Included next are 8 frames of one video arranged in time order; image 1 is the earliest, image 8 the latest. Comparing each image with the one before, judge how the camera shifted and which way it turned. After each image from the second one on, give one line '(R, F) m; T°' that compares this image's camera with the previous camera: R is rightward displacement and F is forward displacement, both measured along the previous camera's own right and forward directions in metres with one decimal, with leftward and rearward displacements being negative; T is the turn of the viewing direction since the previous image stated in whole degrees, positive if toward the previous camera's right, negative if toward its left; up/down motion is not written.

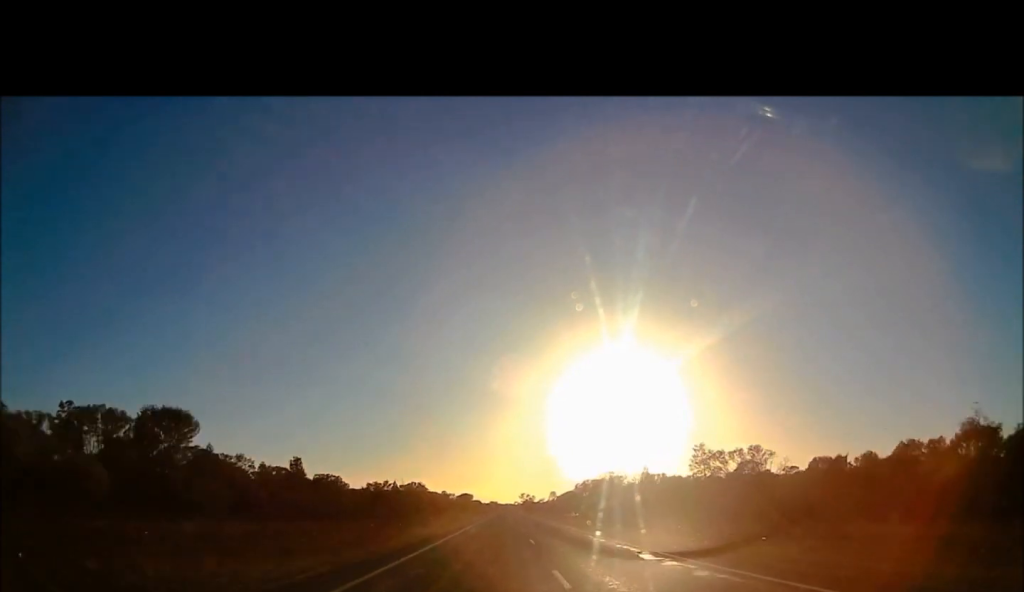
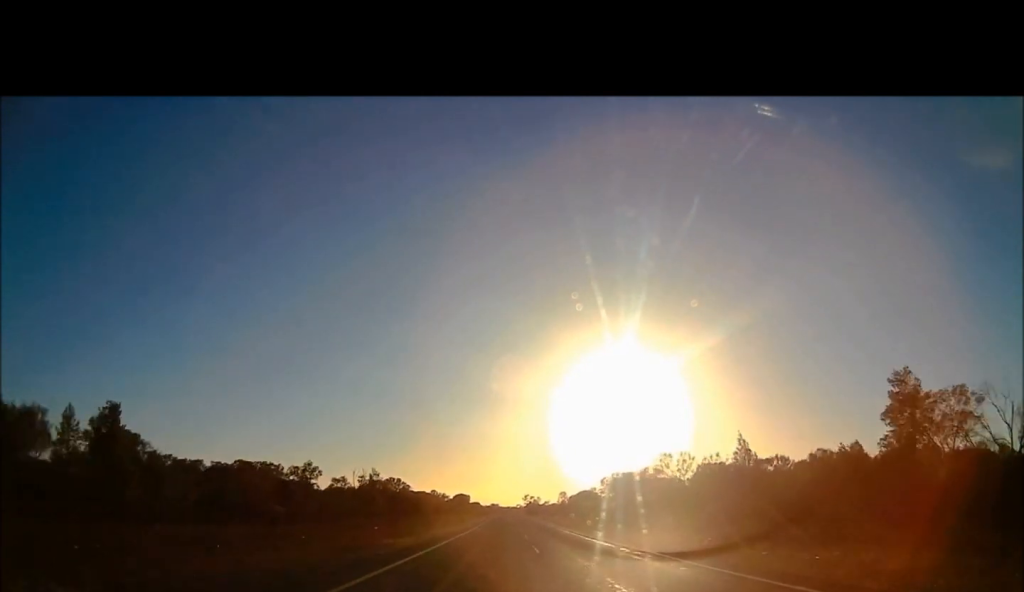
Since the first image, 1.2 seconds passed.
(-1.3, +41.1) m; -3°
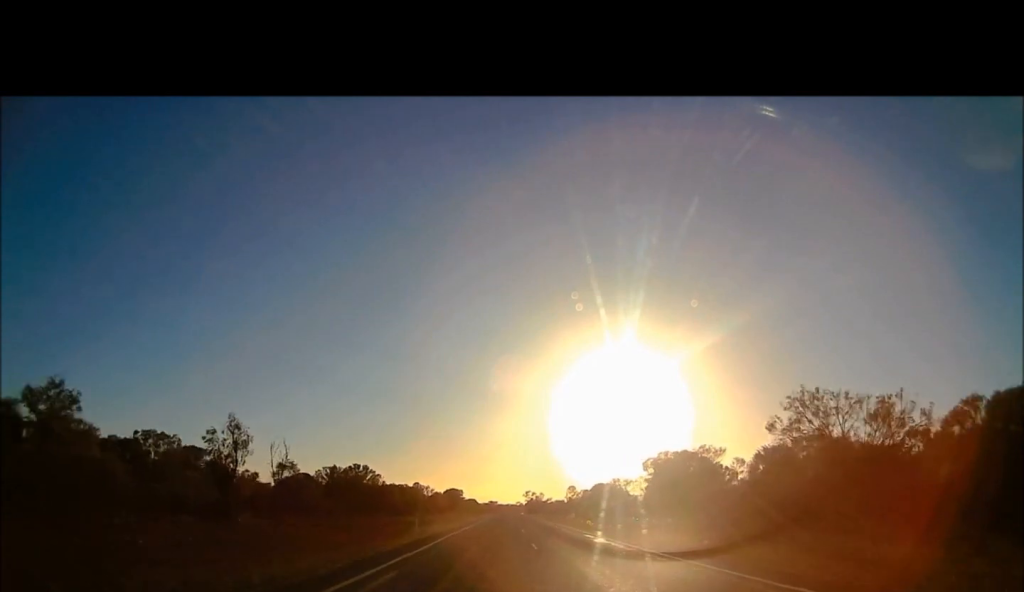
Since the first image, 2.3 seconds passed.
(0.0, +35.6) m; 0°
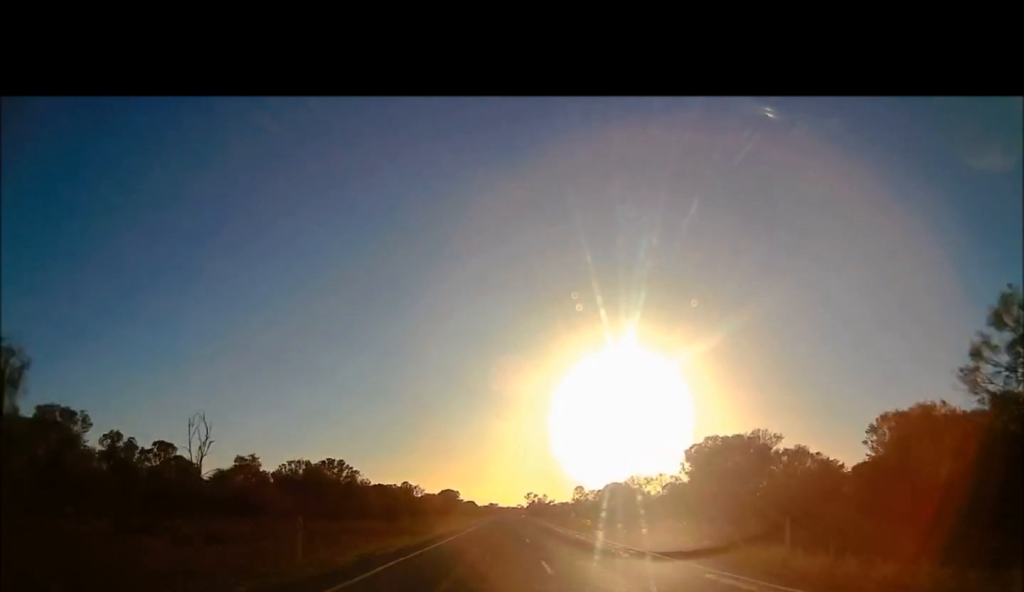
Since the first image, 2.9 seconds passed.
(0.0, +18.9) m; 0°
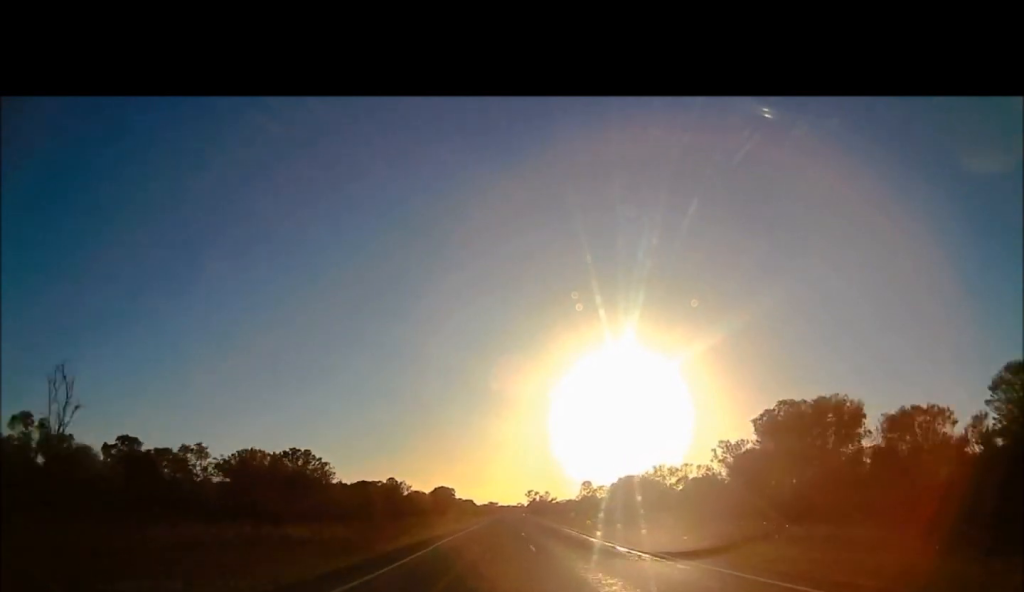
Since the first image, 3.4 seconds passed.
(0.0, +17.8) m; 0°
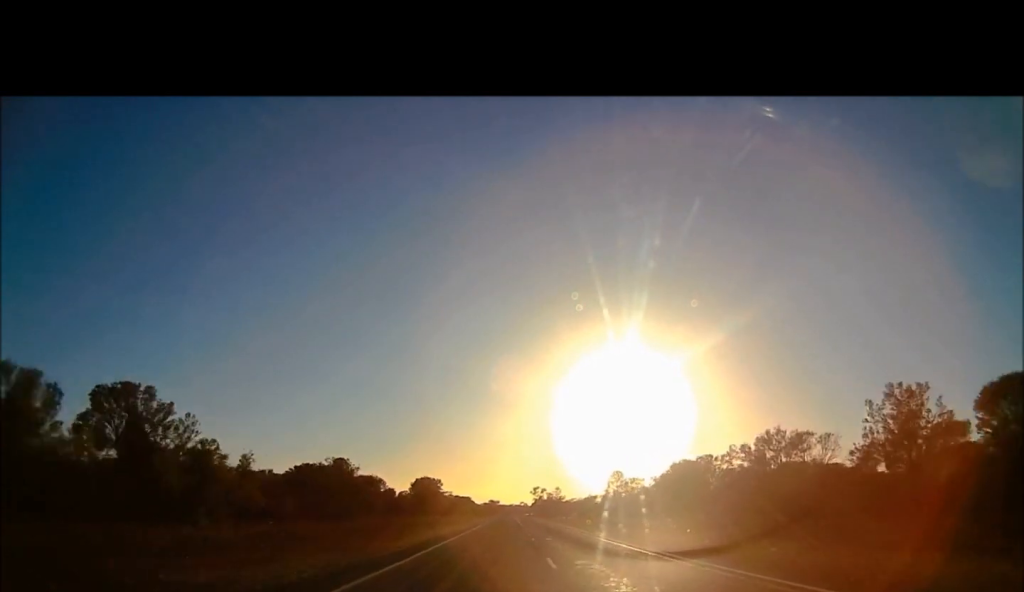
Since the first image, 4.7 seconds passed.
(0.0, +42.3) m; 0°
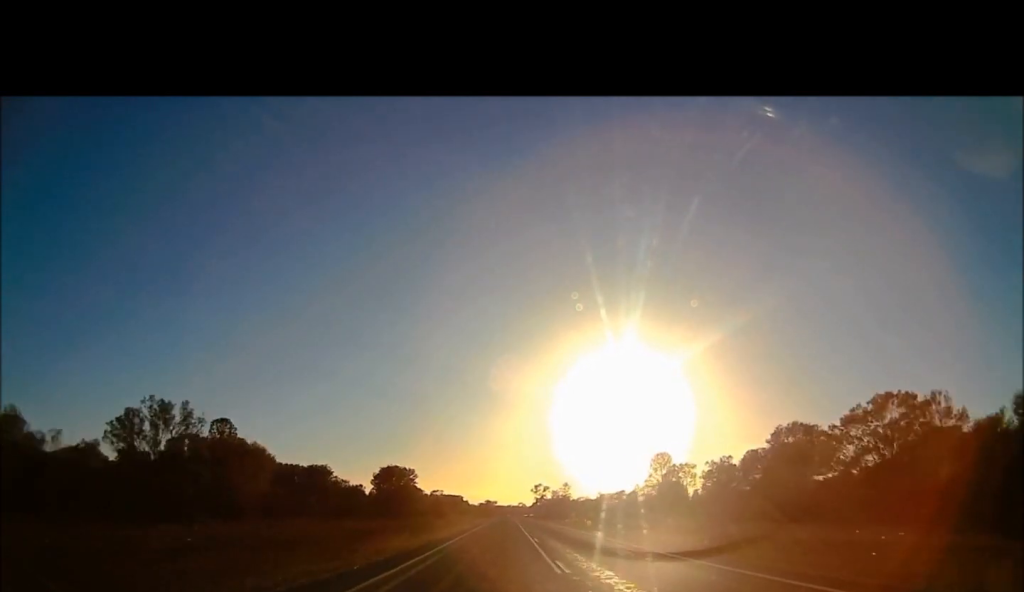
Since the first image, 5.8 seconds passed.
(0.0, +37.8) m; 0°
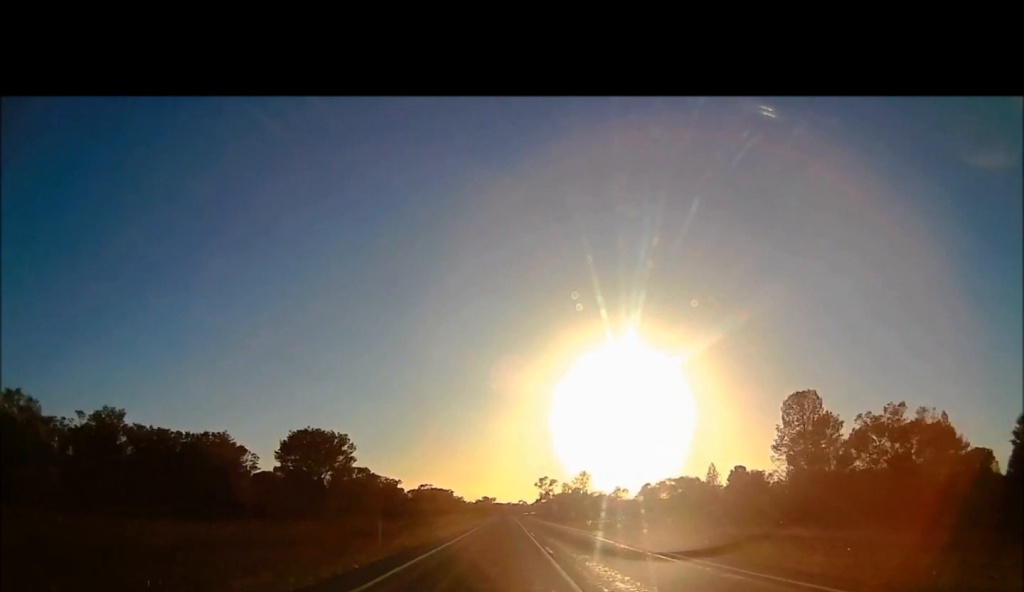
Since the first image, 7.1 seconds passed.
(0.0, +43.4) m; 0°
